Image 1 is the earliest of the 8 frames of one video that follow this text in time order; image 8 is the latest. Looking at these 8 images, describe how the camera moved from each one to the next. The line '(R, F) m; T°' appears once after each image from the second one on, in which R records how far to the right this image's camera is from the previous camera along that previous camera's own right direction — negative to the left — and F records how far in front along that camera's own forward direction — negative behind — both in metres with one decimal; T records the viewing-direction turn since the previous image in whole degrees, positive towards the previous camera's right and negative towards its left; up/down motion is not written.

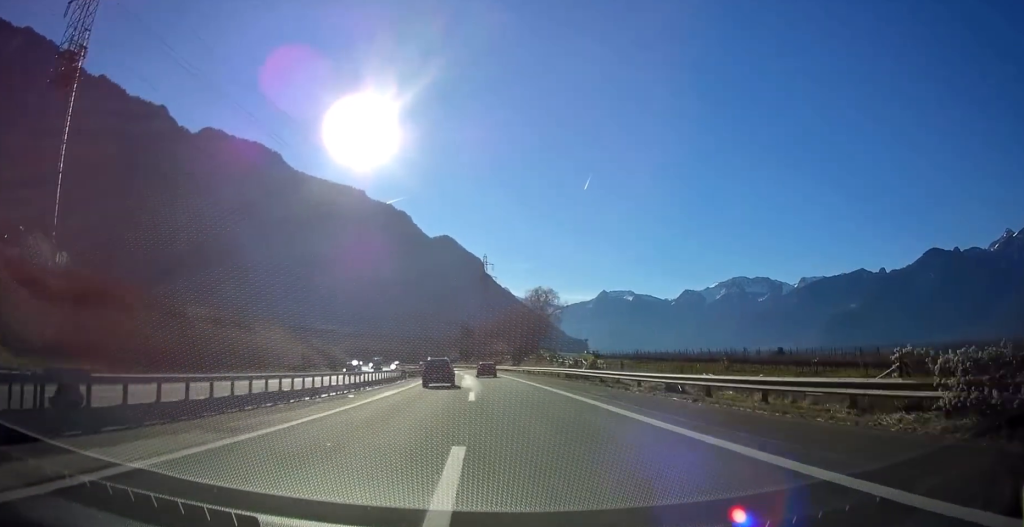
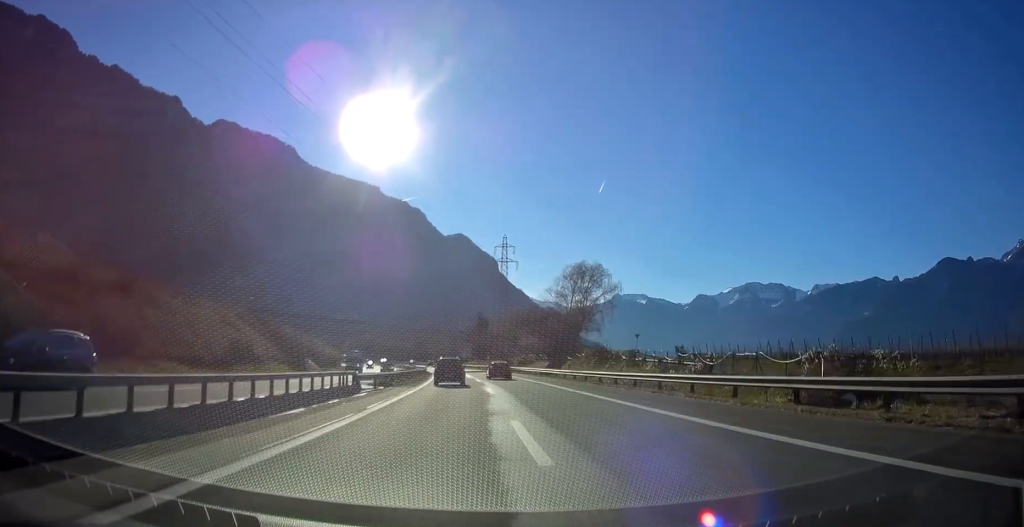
(-0.5, +31.5) m; -1°
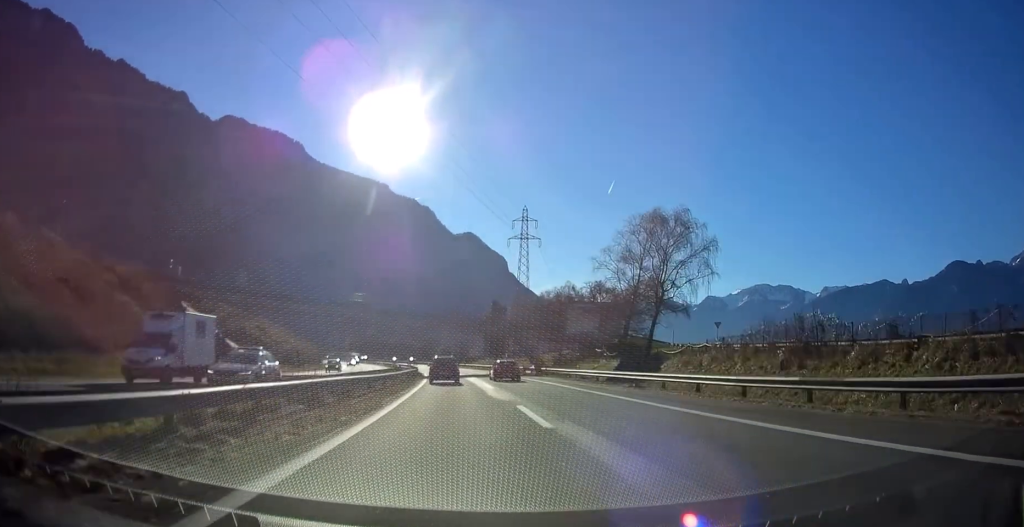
(-0.3, +31.8) m; -2°
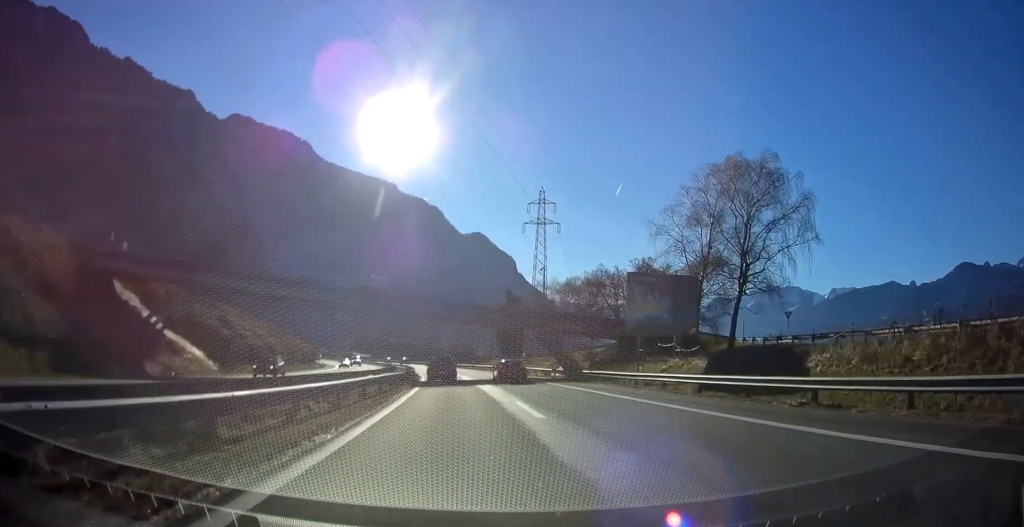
(-0.2, +15.5) m; -1°
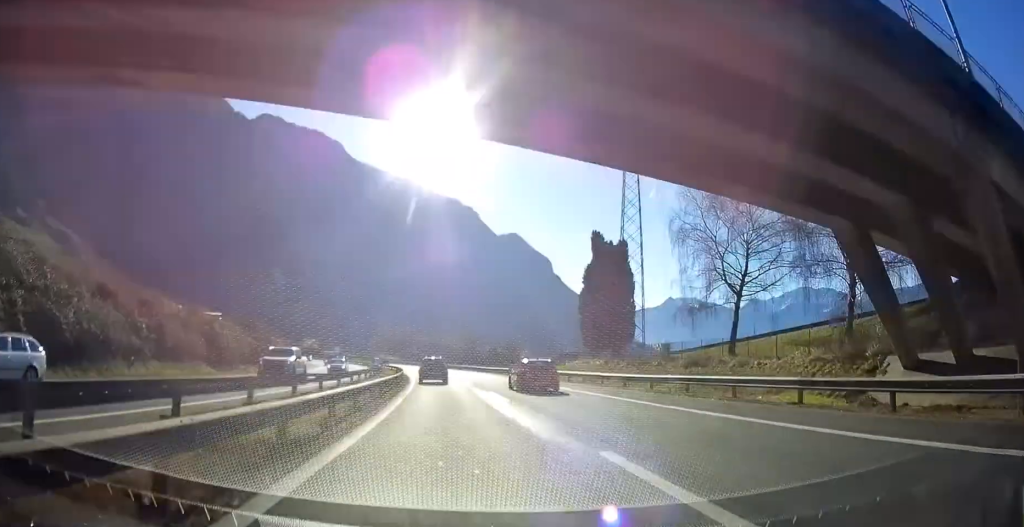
(-0.6, +47.9) m; -2°
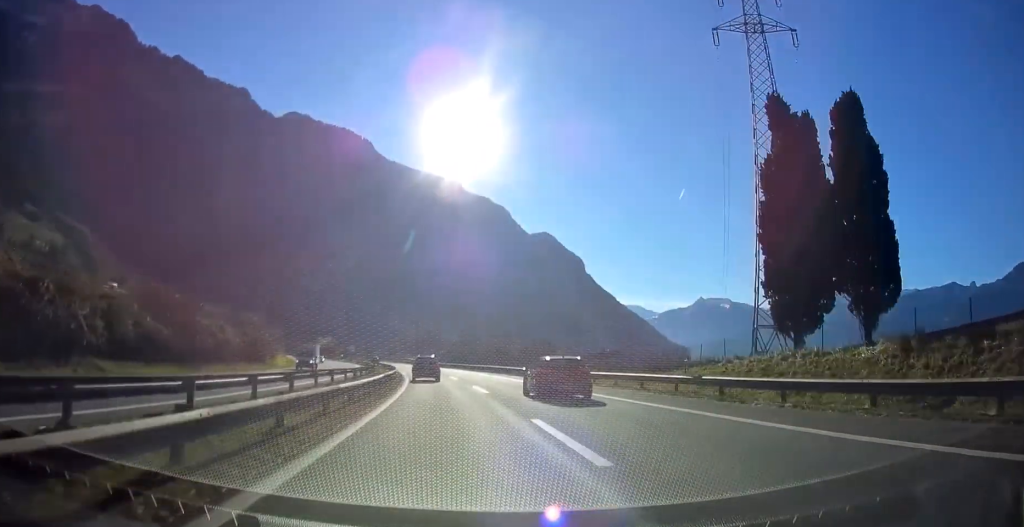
(-0.6, +31.3) m; -3°
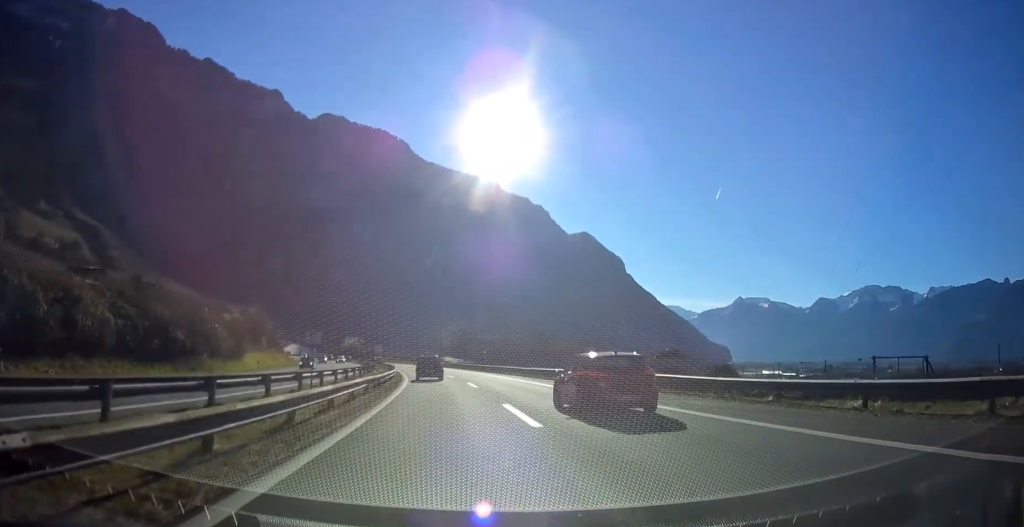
(-1.1, +30.1) m; -4°
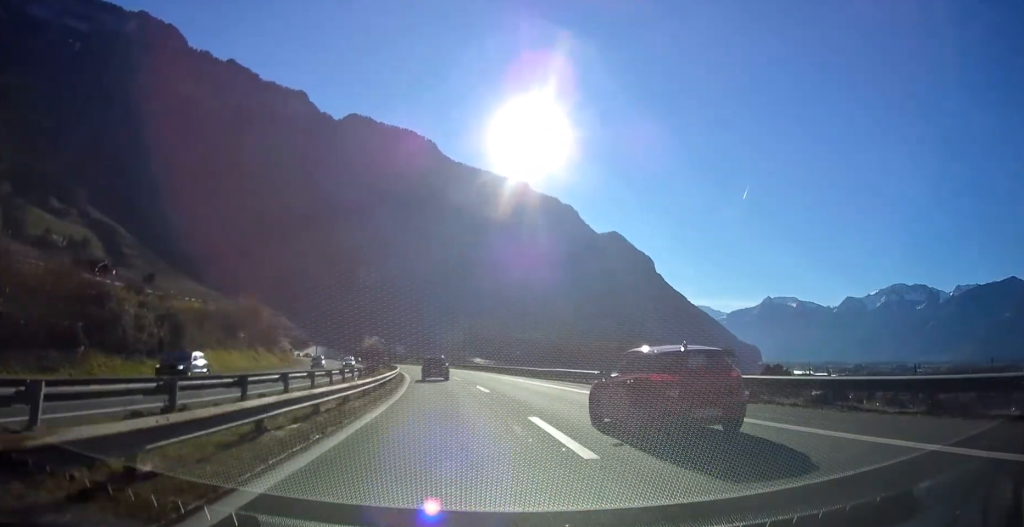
(-0.6, +22.4) m; -3°
